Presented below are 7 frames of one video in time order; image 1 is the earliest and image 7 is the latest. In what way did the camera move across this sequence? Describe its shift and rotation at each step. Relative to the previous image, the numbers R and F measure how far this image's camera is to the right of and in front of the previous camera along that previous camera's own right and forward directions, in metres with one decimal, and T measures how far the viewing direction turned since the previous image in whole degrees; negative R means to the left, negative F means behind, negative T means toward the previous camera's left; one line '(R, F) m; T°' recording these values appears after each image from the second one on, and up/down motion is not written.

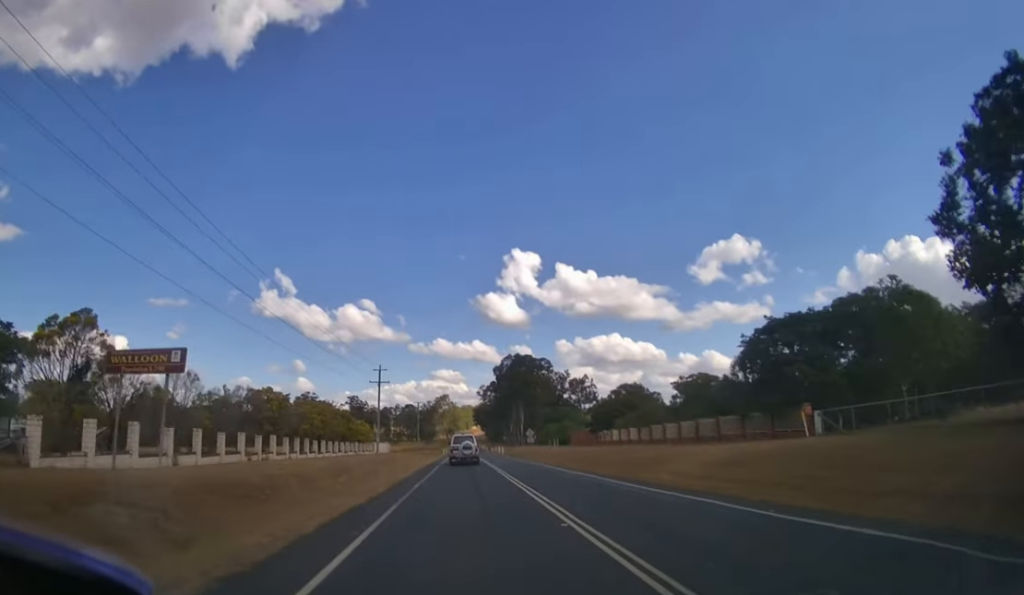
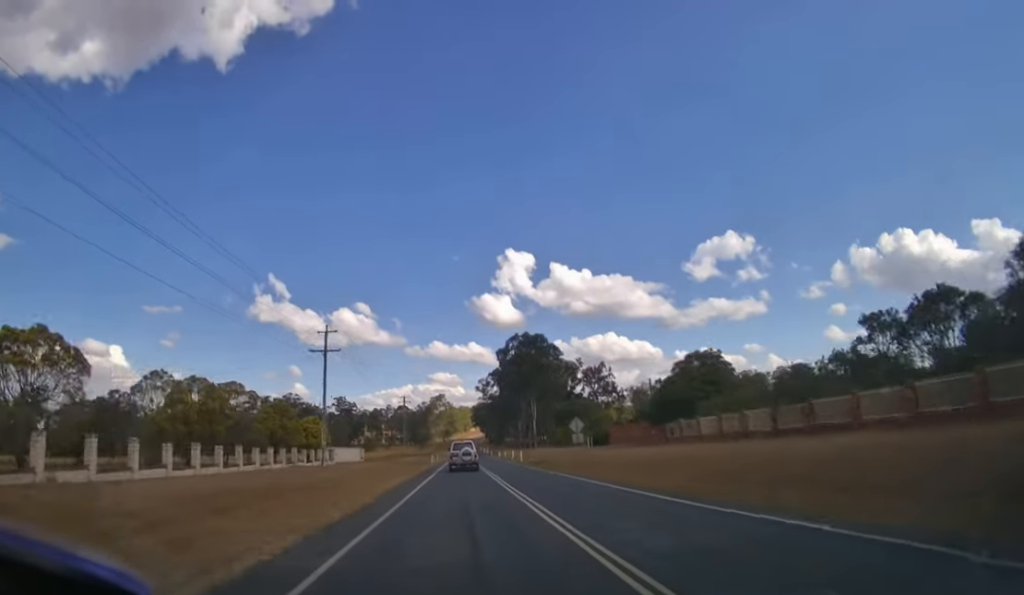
(+0.1, +23.3) m; 0°
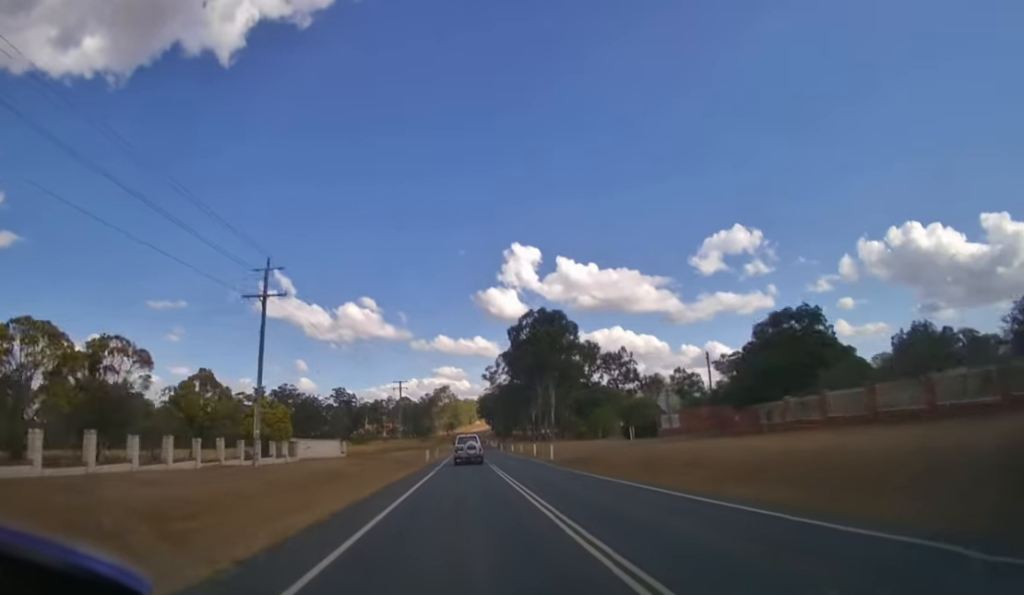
(0.0, +12.3) m; 0°
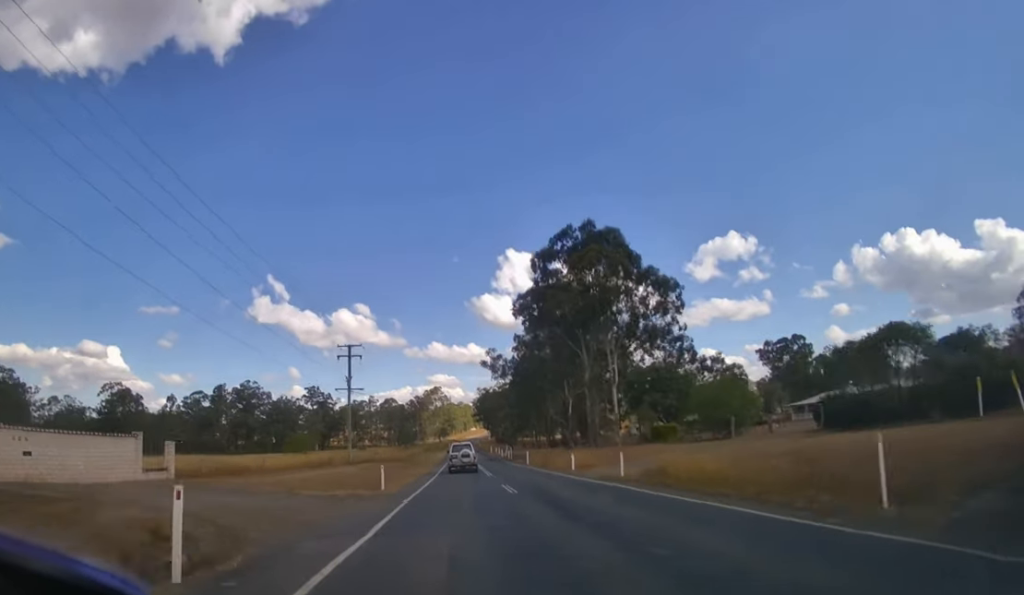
(-0.1, +29.4) m; 0°
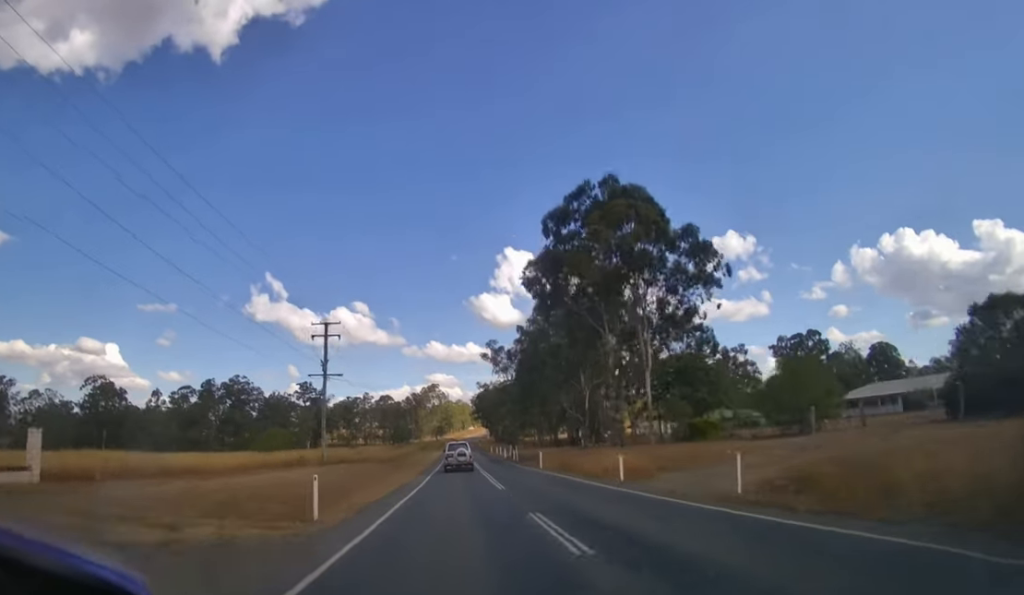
(0.0, +7.6) m; 0°
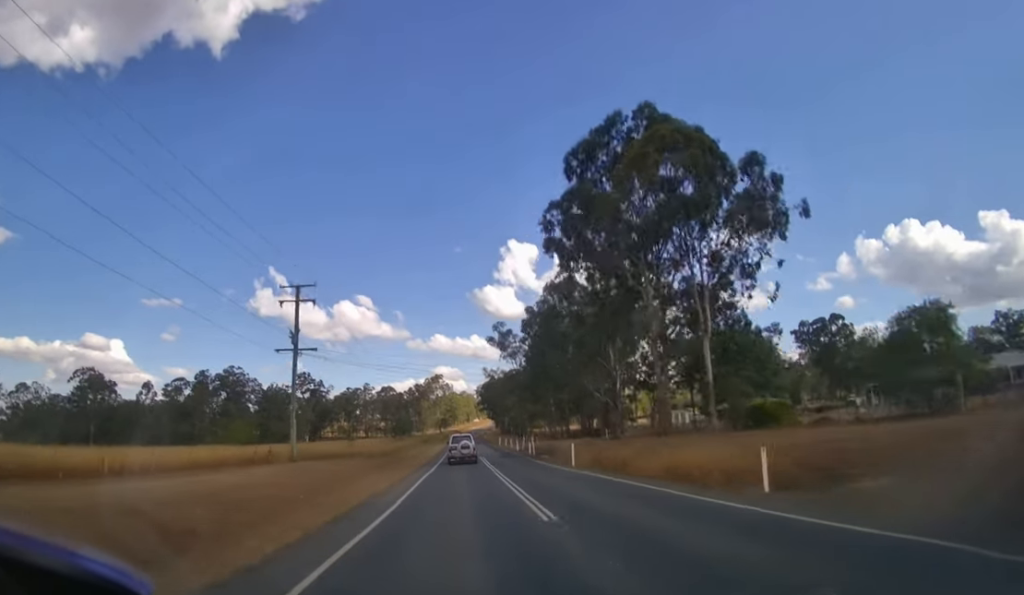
(0.0, +7.8) m; 0°
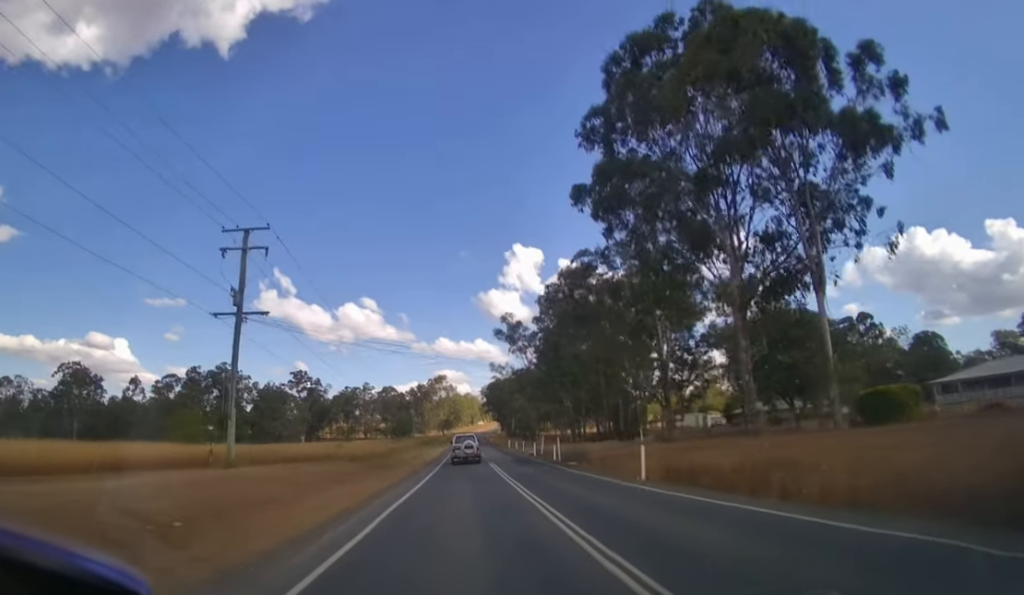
(0.0, +8.8) m; 0°
